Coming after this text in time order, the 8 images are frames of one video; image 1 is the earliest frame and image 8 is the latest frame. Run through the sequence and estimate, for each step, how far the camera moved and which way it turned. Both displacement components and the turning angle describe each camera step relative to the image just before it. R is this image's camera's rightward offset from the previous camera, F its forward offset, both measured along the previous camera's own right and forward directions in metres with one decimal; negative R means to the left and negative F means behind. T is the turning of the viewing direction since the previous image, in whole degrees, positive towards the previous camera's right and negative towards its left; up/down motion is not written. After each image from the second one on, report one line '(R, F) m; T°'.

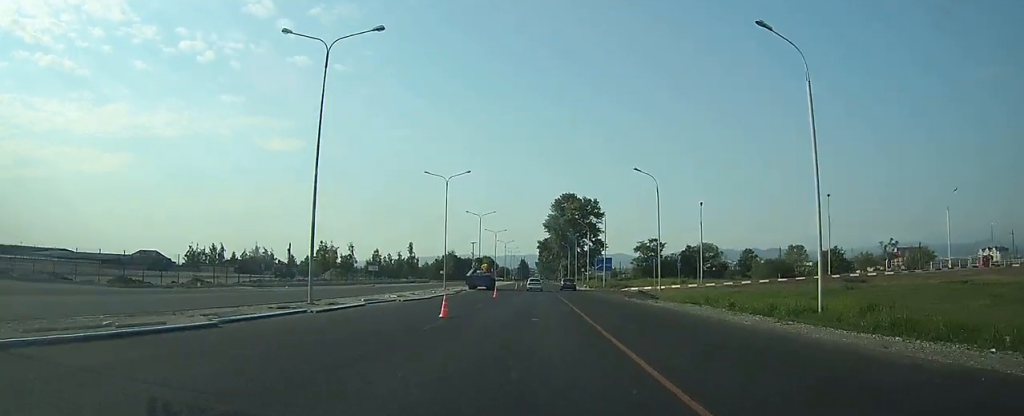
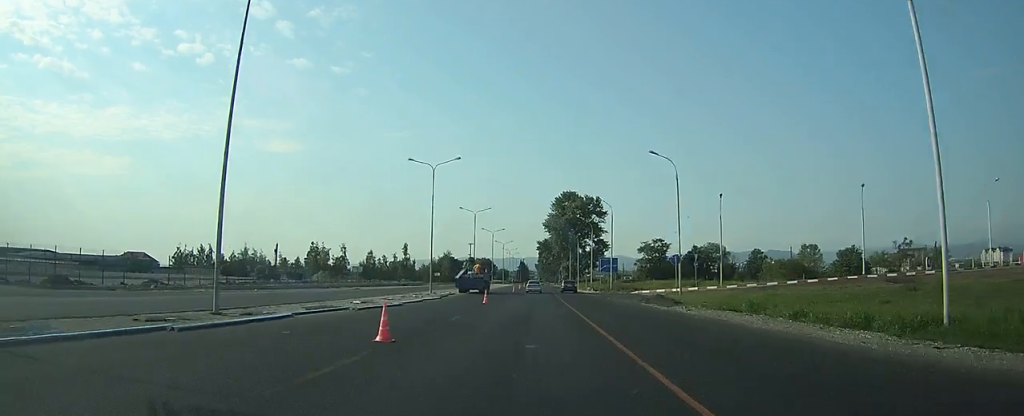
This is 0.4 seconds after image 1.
(0.0, +7.6) m; 0°
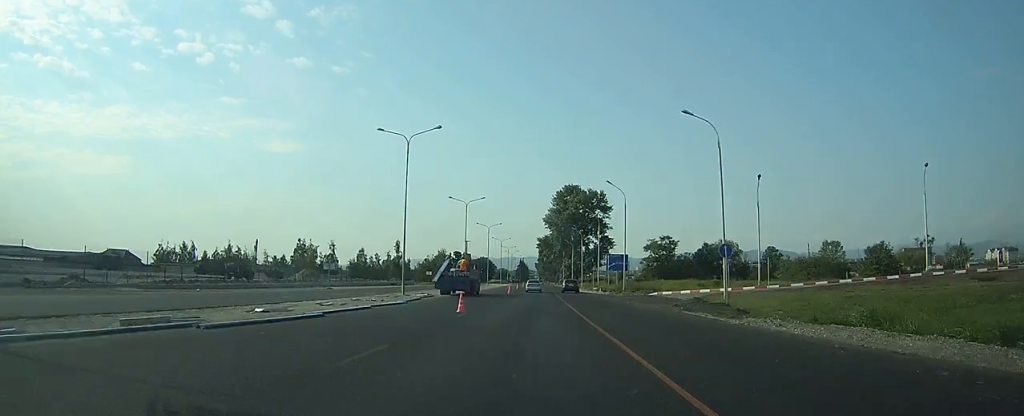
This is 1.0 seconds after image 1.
(0.0, +10.8) m; 0°
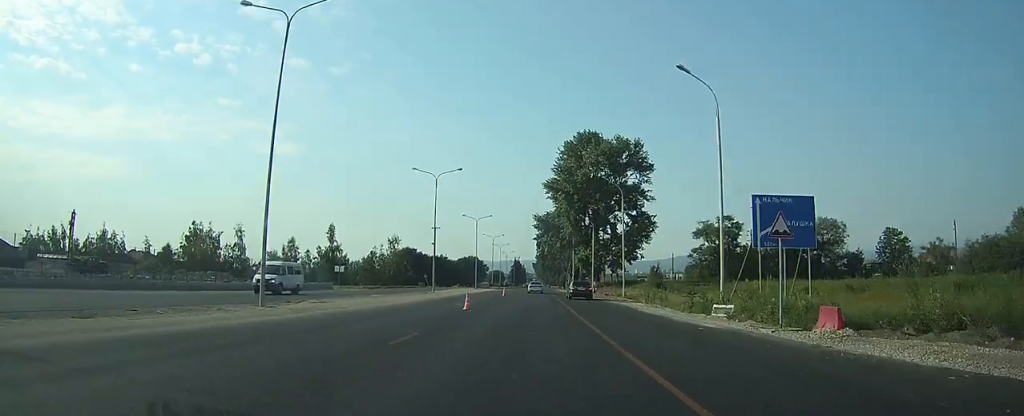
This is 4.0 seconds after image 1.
(+0.4, +57.6) m; +1°
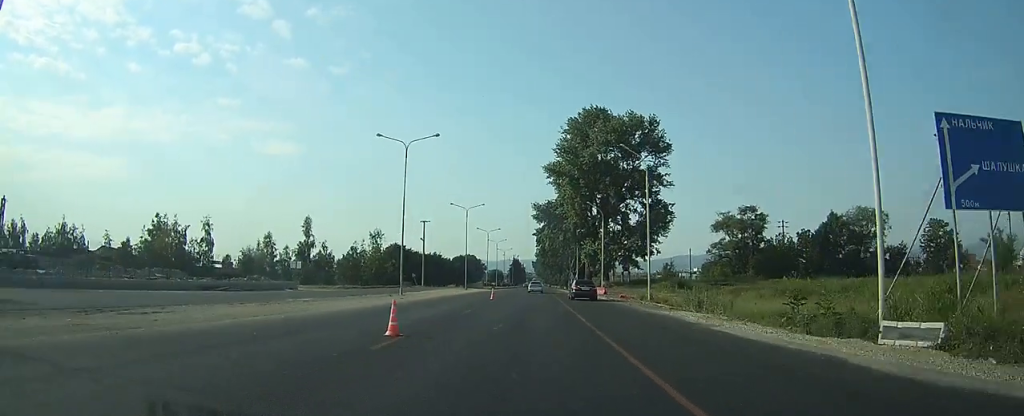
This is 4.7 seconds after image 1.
(0.0, +13.3) m; 0°
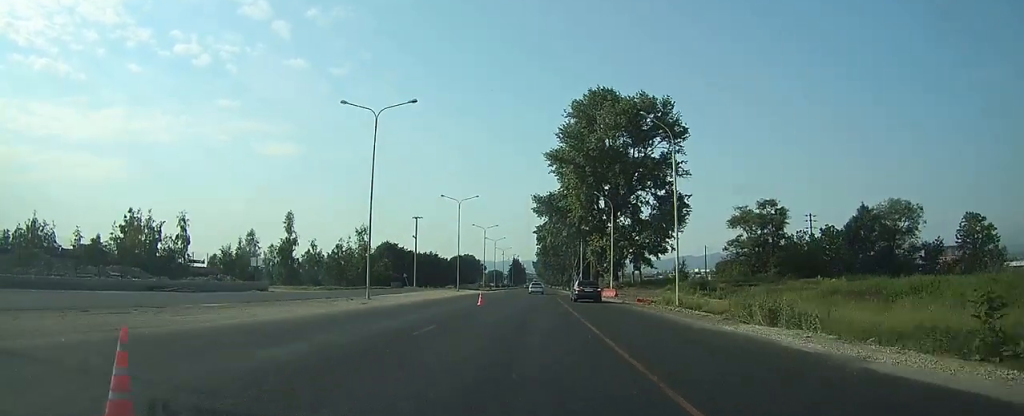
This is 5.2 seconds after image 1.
(0.0, +8.8) m; 0°
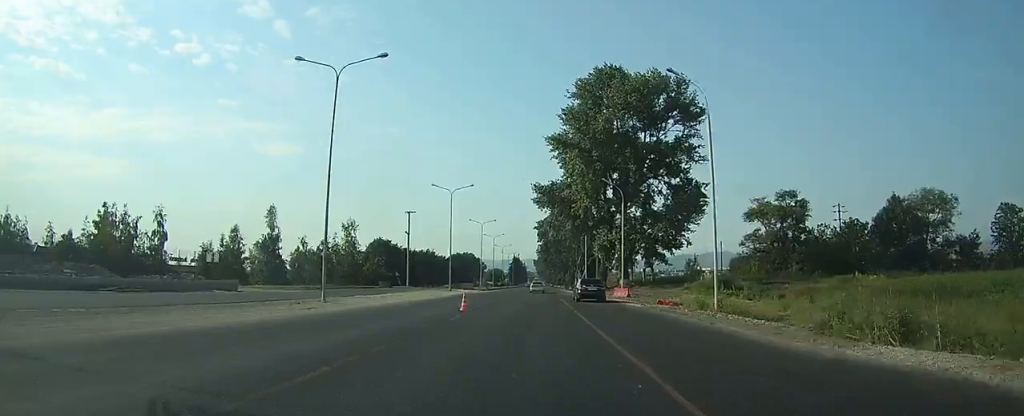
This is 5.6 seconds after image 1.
(0.0, +7.5) m; 0°
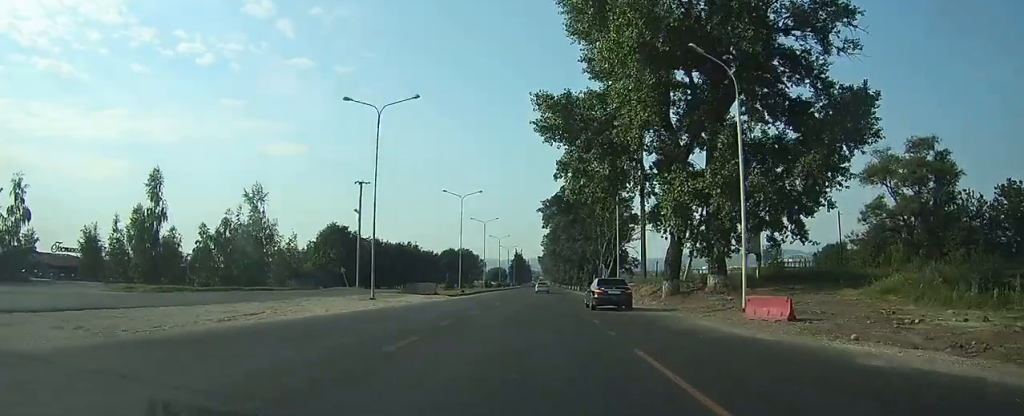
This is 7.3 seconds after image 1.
(-0.1, +33.2) m; -1°
